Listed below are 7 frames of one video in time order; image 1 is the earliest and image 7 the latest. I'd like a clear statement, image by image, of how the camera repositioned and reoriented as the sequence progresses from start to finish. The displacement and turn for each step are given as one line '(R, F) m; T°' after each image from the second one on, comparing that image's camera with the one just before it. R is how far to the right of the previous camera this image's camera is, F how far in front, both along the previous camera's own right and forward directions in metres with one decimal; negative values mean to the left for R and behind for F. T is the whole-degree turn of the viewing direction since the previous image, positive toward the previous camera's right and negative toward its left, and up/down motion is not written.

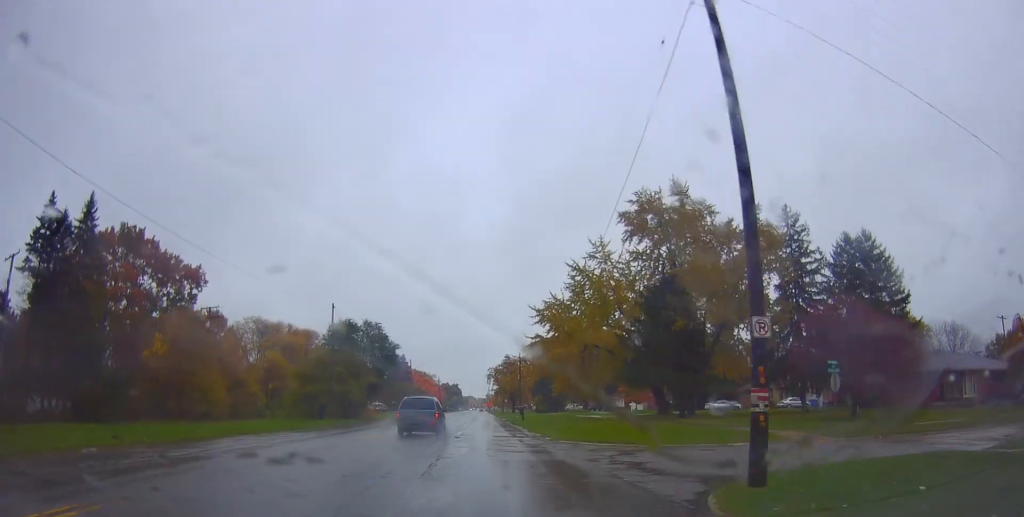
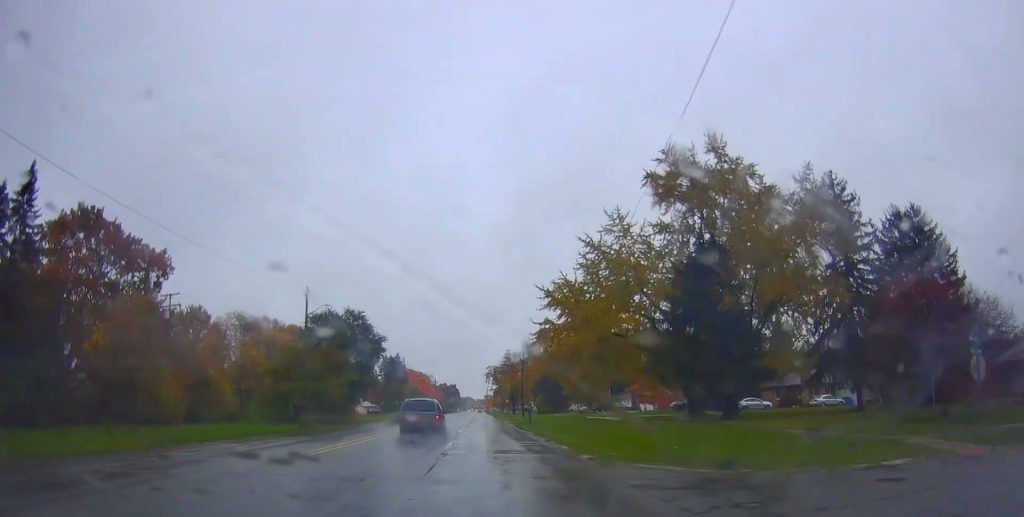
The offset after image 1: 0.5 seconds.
(-0.3, +8.7) m; 0°
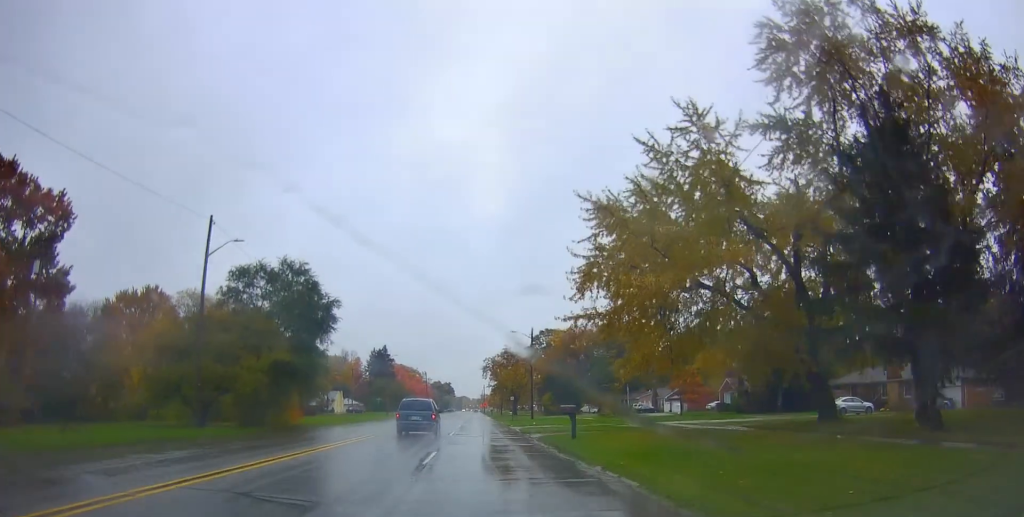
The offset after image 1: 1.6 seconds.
(+0.2, +19.8) m; 0°
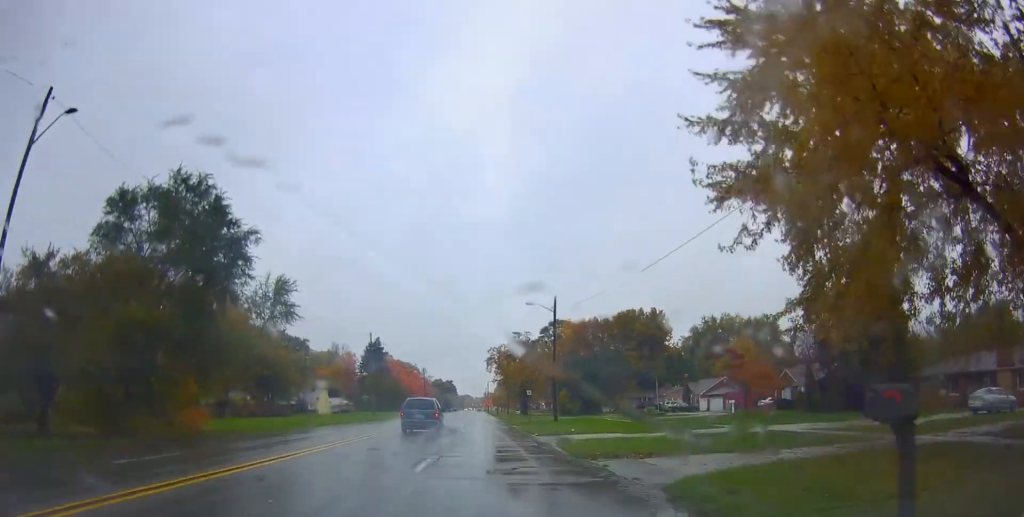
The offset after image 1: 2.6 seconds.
(-0.3, +17.0) m; -1°
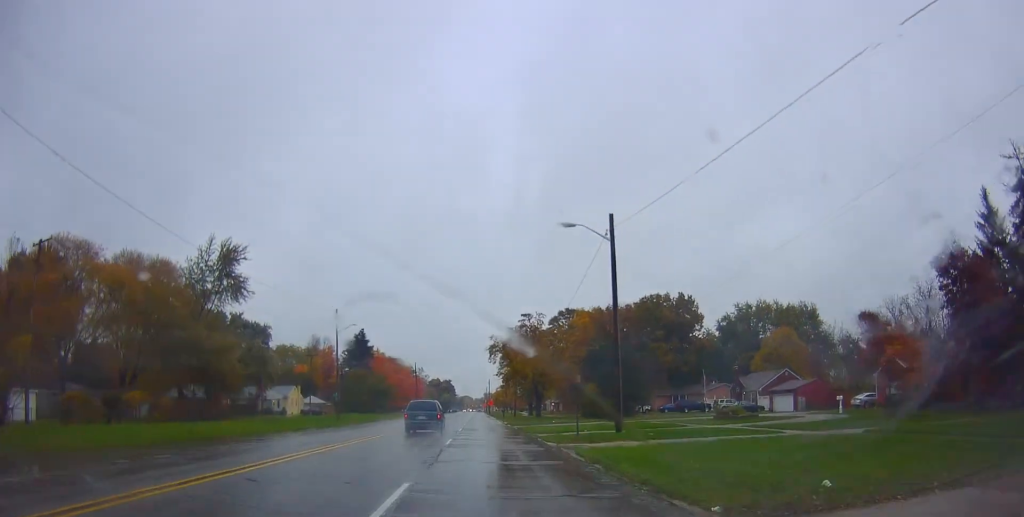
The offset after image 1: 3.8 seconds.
(-0.2, +21.1) m; +1°
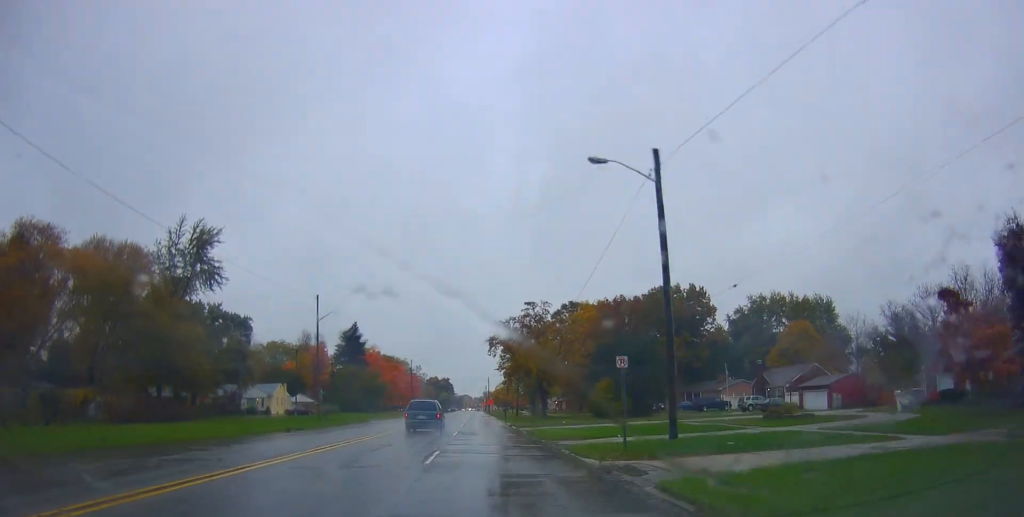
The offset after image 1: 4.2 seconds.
(+0.2, +7.6) m; +1°
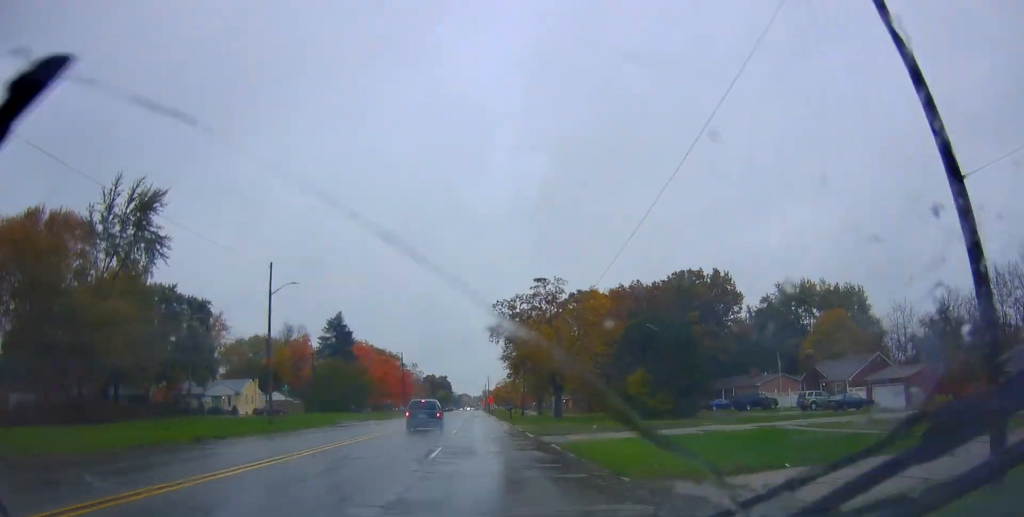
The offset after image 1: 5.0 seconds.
(+0.3, +13.5) m; +1°
